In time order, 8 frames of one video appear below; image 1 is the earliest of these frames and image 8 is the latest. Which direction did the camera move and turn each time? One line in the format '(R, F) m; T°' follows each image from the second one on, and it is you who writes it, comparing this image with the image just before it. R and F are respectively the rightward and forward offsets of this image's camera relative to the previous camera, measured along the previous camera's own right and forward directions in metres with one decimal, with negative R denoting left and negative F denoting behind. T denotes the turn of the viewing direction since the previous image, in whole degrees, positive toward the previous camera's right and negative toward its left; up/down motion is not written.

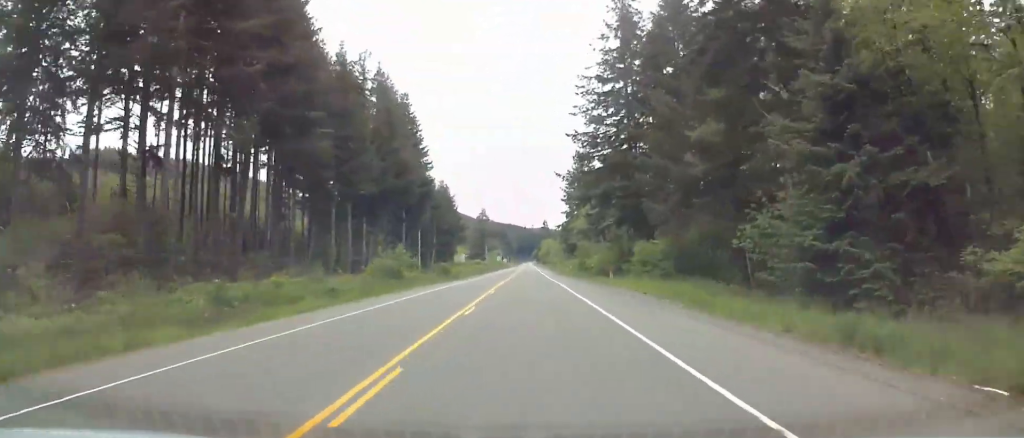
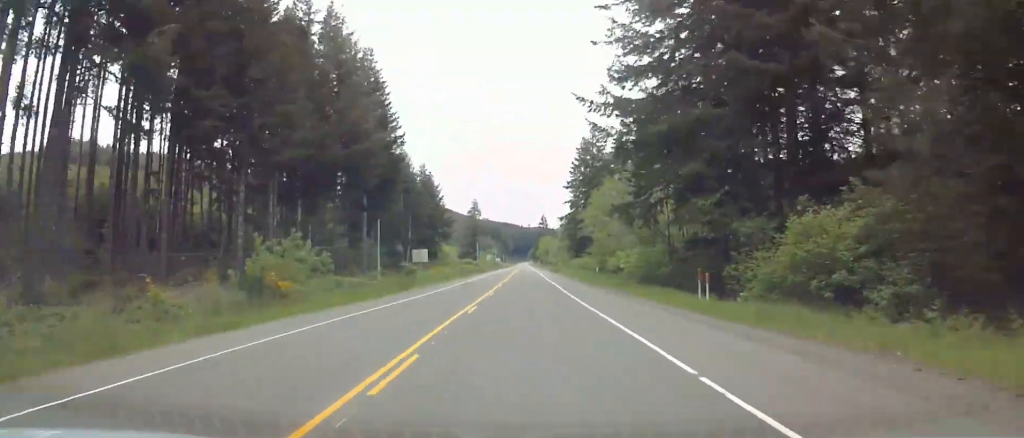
(+0.1, +35.1) m; 0°
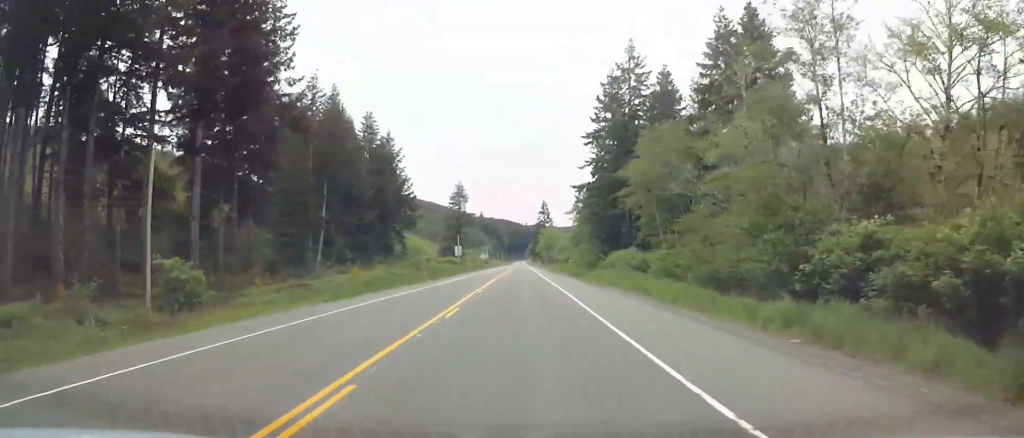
(-0.4, +63.5) m; 0°
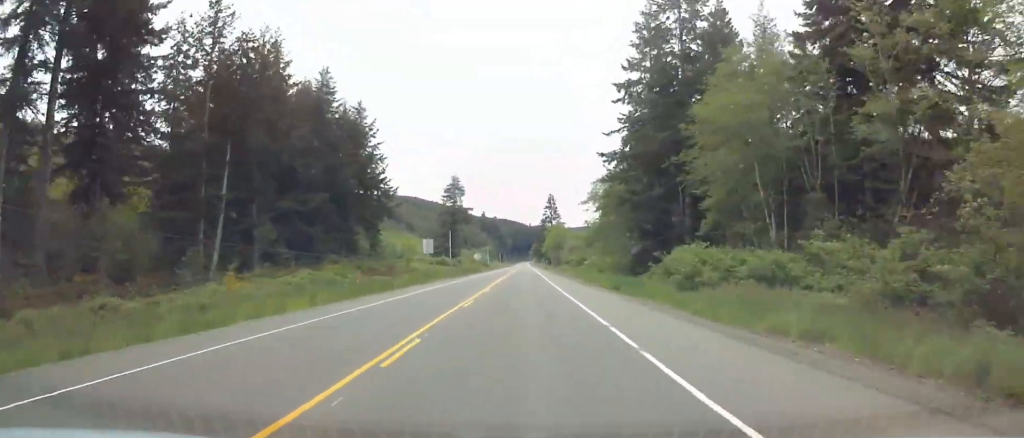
(0.0, +31.9) m; 0°
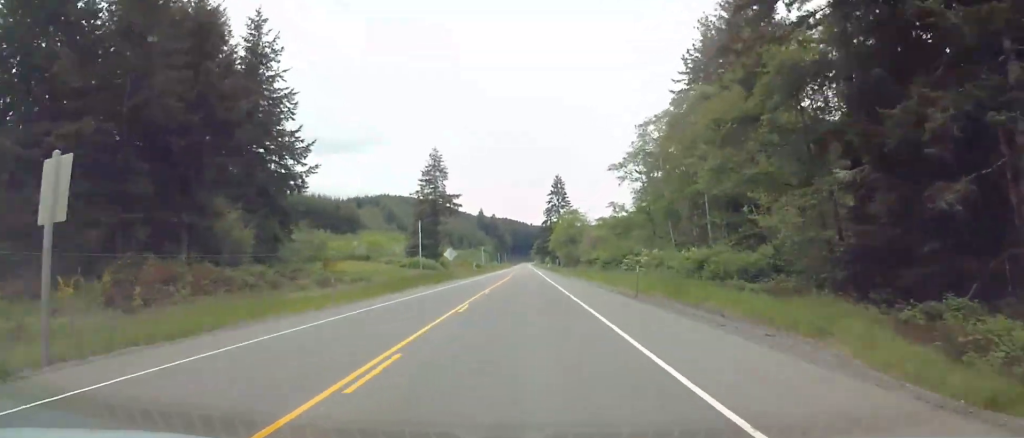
(+0.2, +50.6) m; 0°
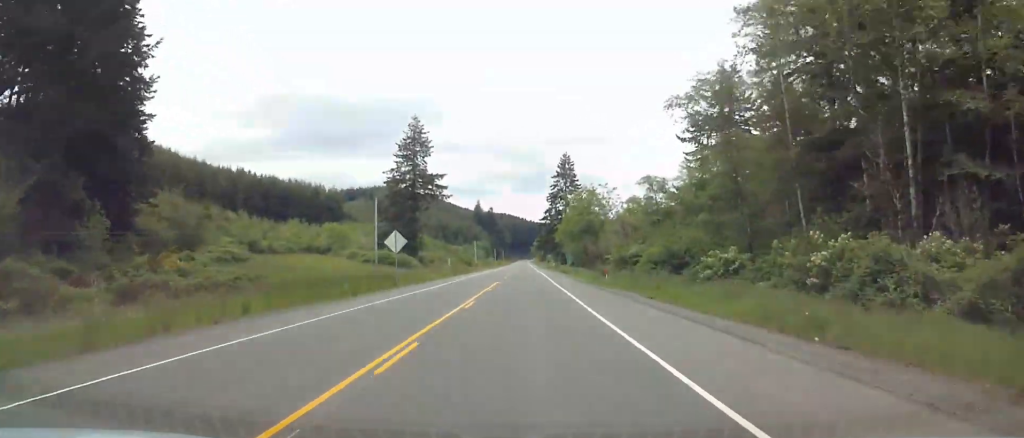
(+0.1, +35.6) m; 0°
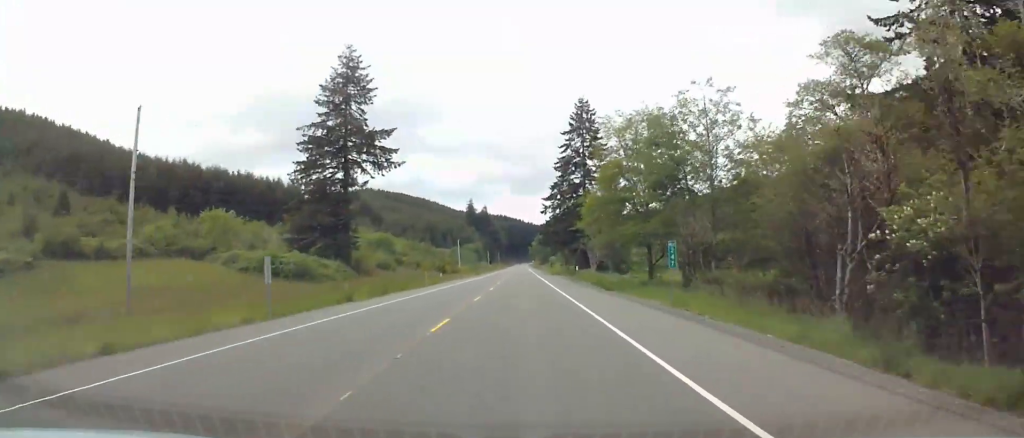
(-0.4, +56.0) m; 0°
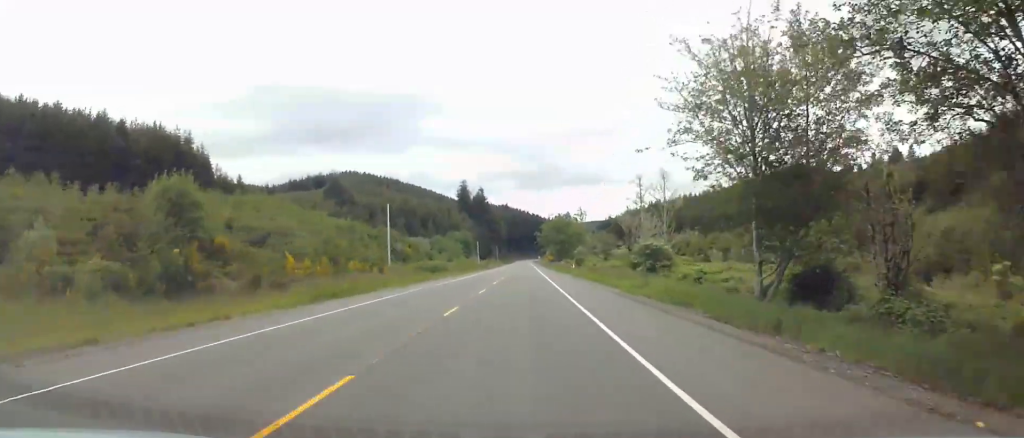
(+0.6, +107.0) m; 0°
